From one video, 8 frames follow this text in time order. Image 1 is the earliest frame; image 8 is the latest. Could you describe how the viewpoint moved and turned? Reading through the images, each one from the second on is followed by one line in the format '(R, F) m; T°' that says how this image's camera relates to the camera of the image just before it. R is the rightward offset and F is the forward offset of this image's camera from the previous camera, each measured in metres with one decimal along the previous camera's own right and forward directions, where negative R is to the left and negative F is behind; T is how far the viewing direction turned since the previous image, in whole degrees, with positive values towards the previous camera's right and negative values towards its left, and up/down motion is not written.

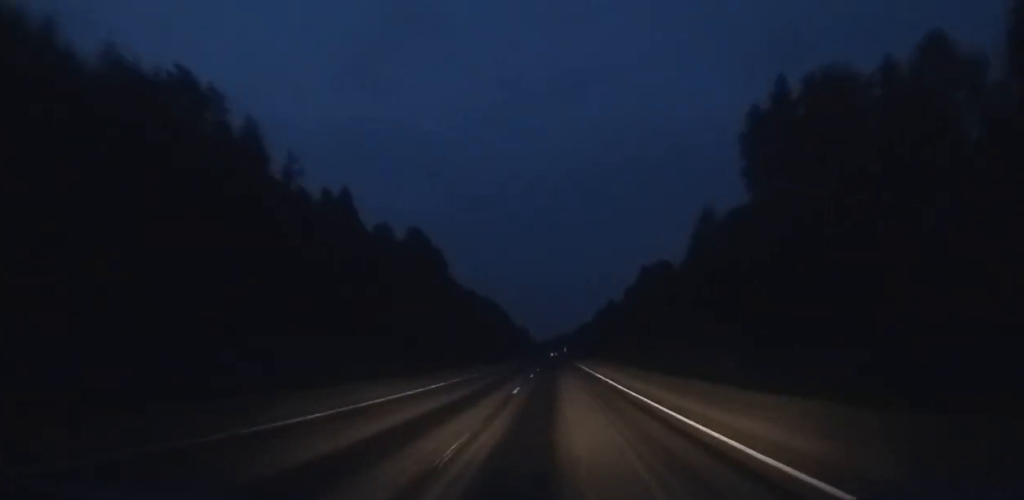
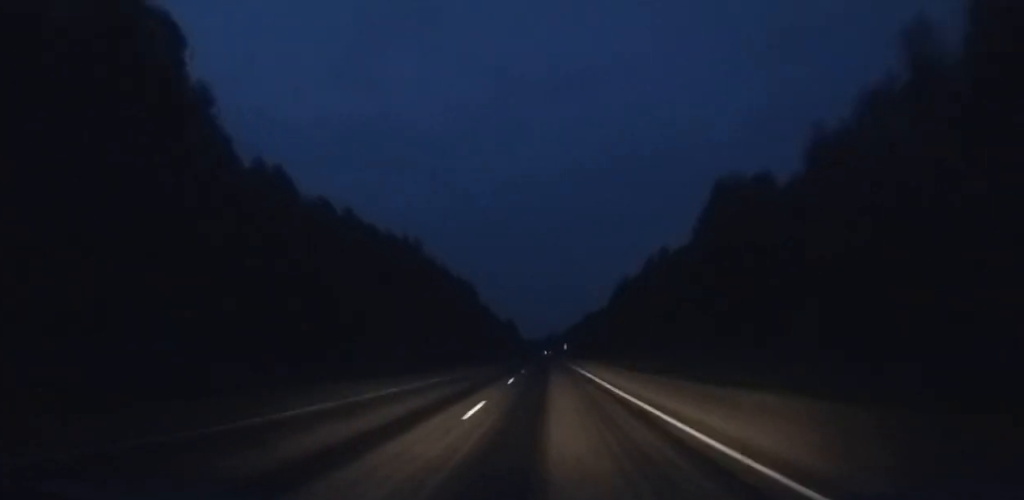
(+0.2, +90.2) m; 0°
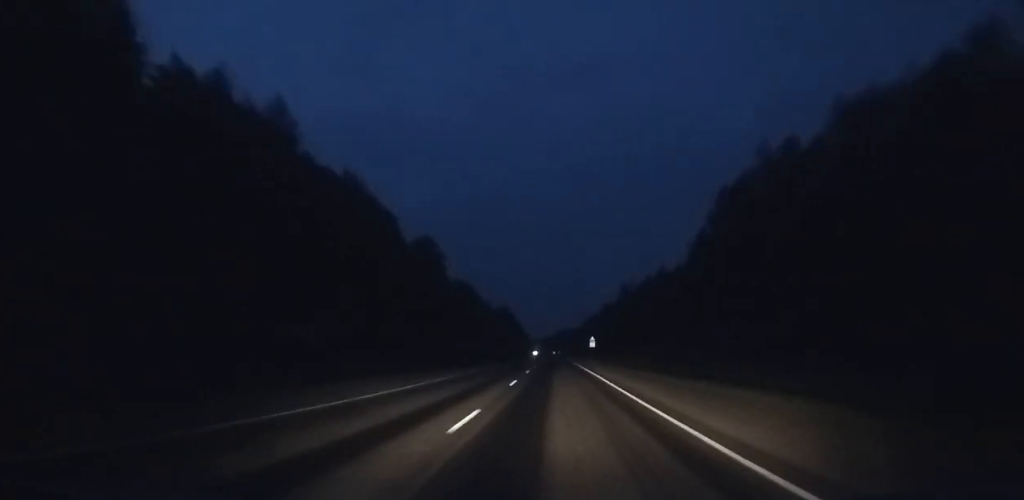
(-0.2, +83.0) m; 0°
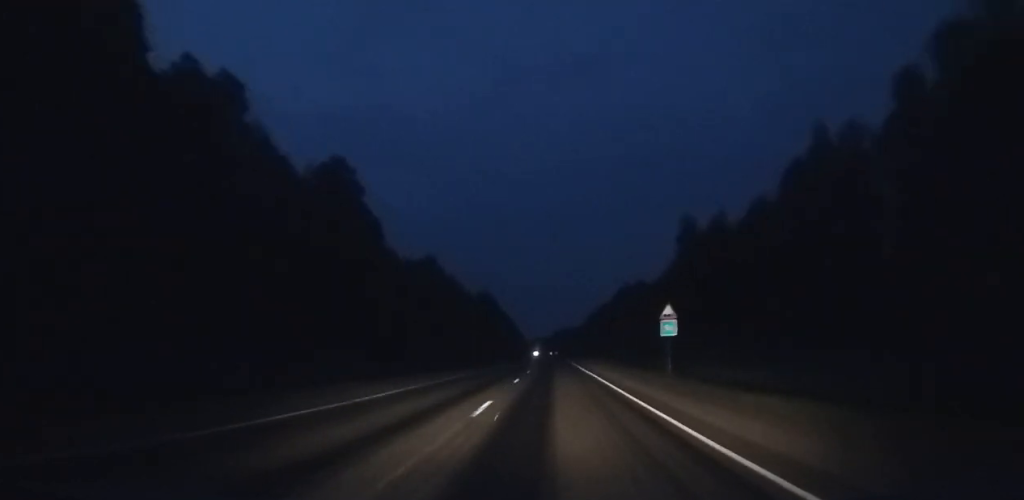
(+0.1, +57.2) m; 0°
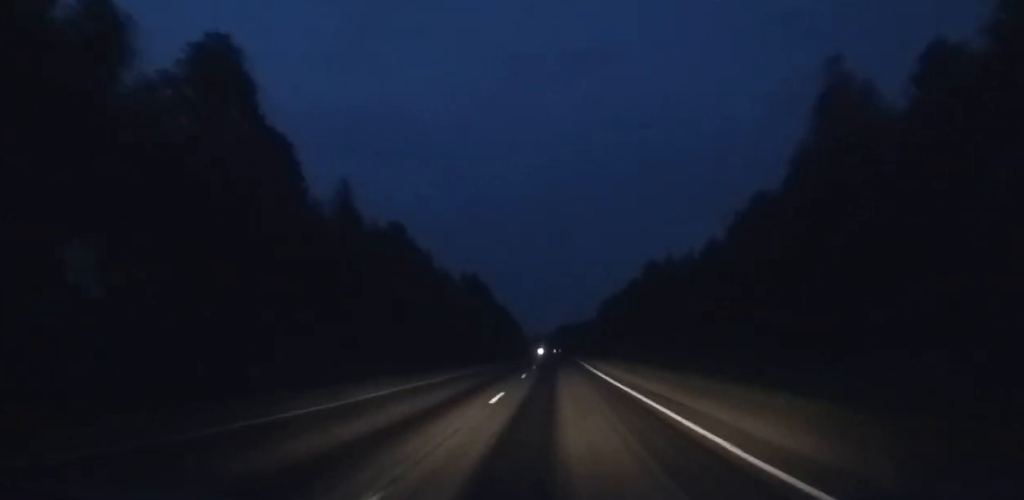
(0.0, +33.2) m; 0°
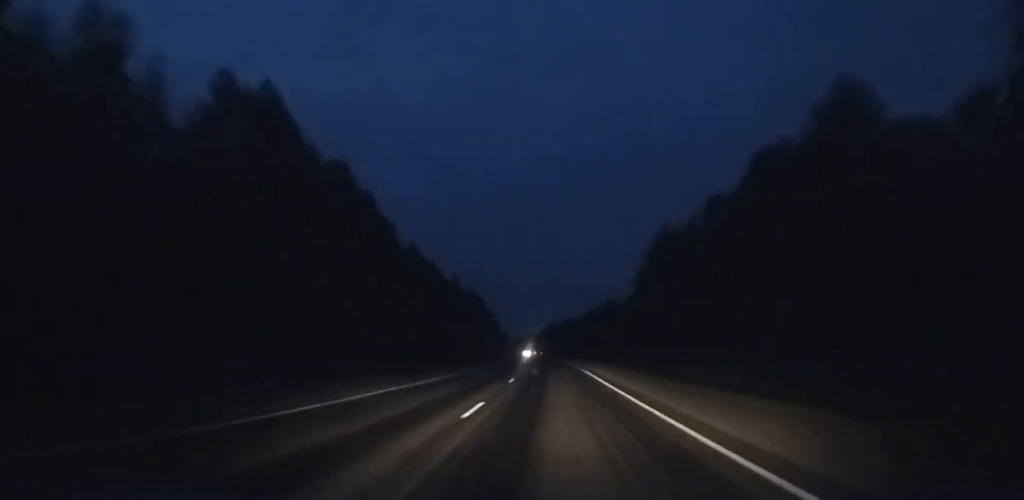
(+0.5, +93.4) m; 0°
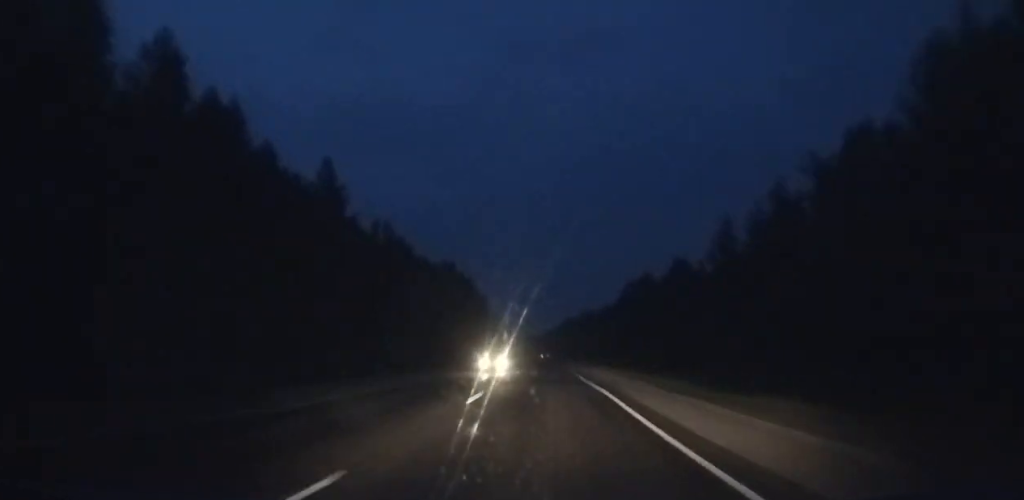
(-0.3, +73.8) m; -1°
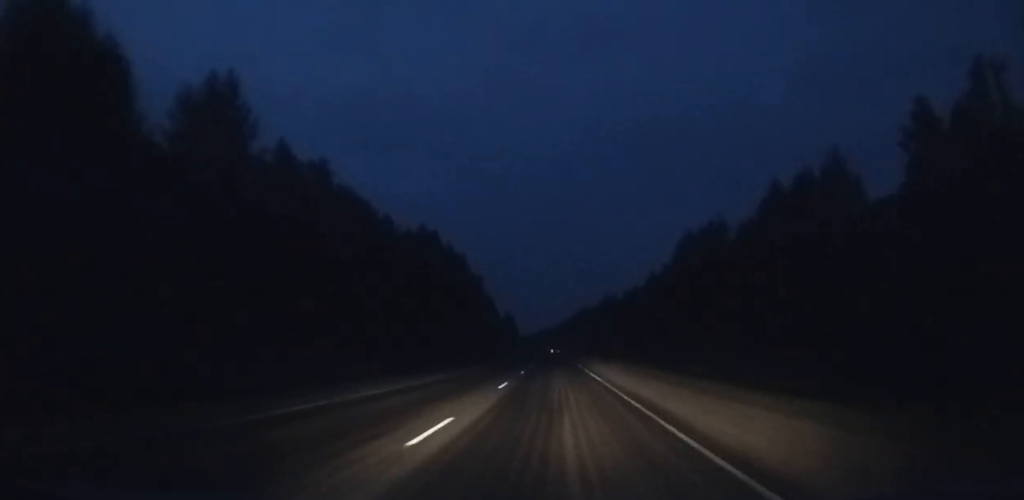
(-0.6, +42.7) m; -1°
